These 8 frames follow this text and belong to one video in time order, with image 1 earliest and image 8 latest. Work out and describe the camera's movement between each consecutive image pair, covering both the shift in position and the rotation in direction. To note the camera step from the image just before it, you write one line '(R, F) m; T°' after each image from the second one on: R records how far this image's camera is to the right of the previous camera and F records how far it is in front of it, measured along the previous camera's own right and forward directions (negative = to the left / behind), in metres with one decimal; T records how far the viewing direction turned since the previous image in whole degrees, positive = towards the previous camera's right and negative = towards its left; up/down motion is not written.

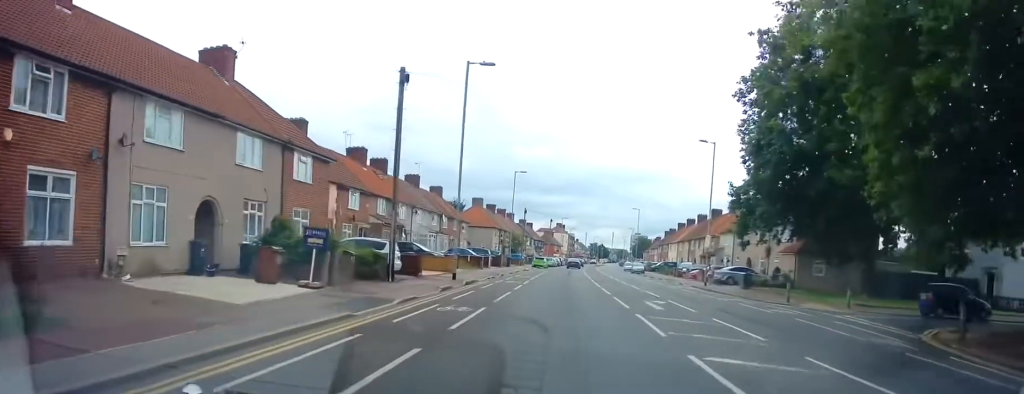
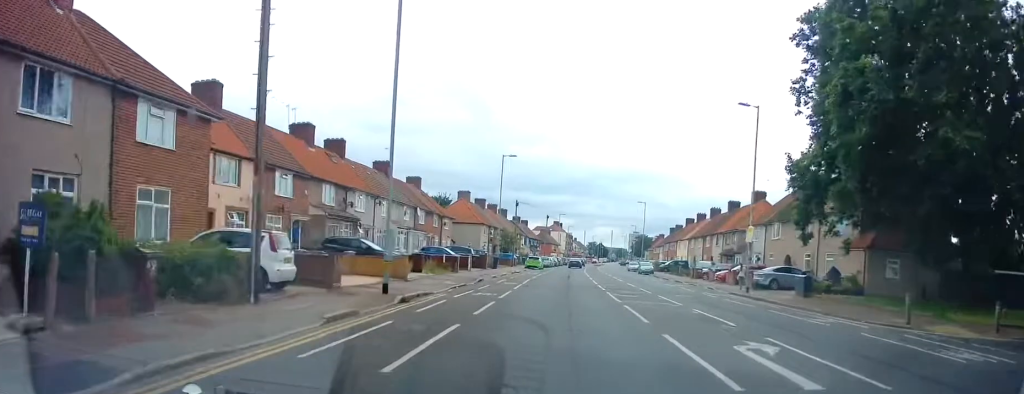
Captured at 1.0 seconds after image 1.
(+0.5, +10.3) m; 0°
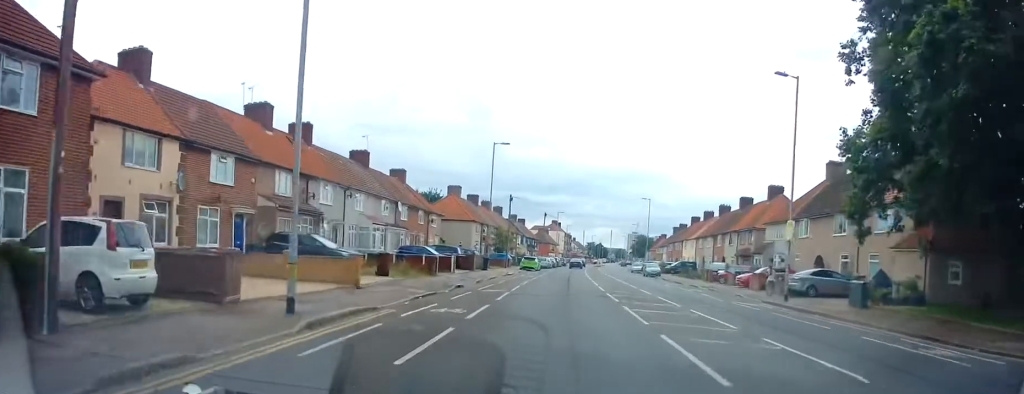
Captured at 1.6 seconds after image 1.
(-0.2, +5.9) m; 0°
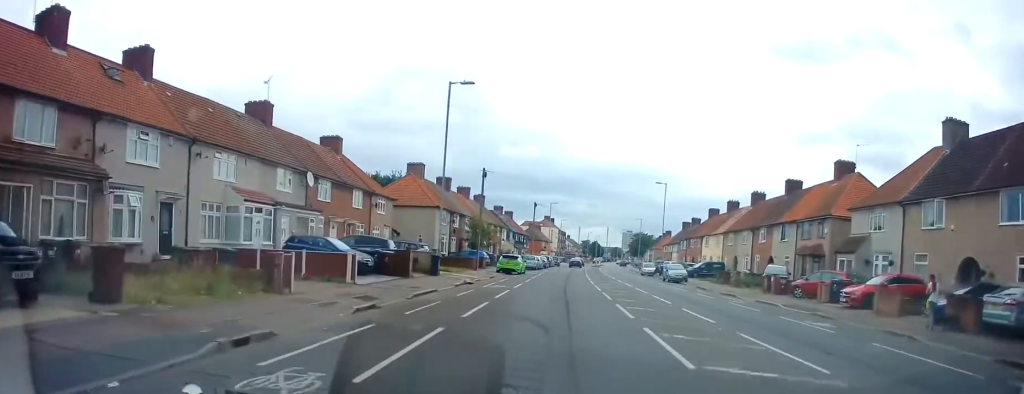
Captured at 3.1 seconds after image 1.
(+0.3, +16.5) m; +3°
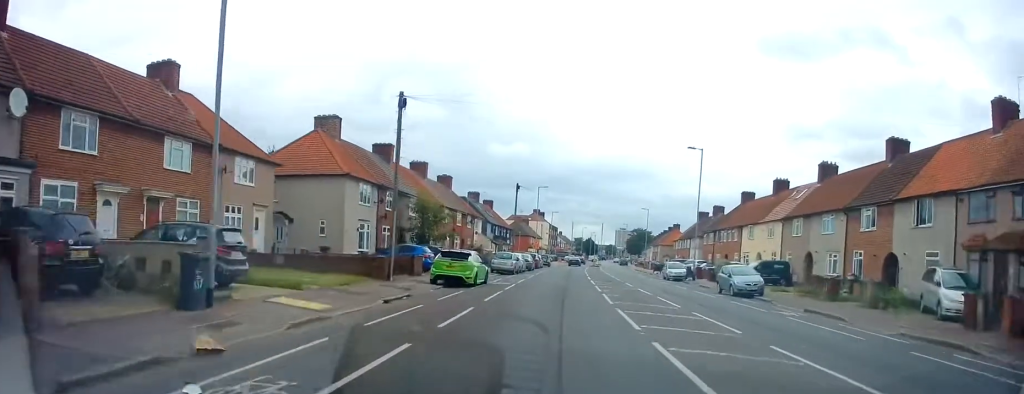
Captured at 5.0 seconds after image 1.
(-1.0, +20.0) m; -3°
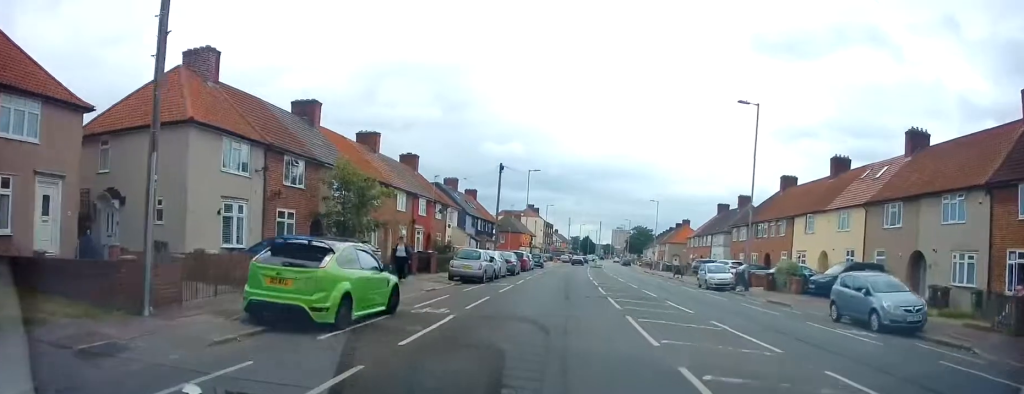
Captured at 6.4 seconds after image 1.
(+0.7, +13.9) m; +3°
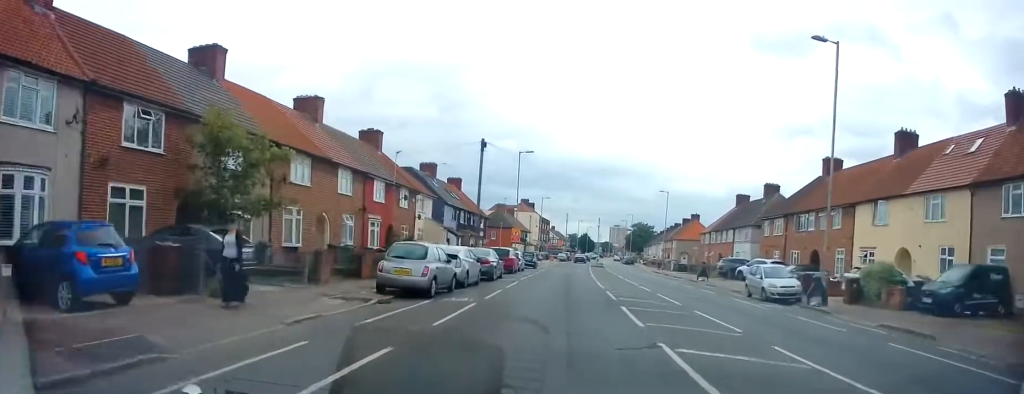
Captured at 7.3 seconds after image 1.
(0.0, +10.1) m; 0°
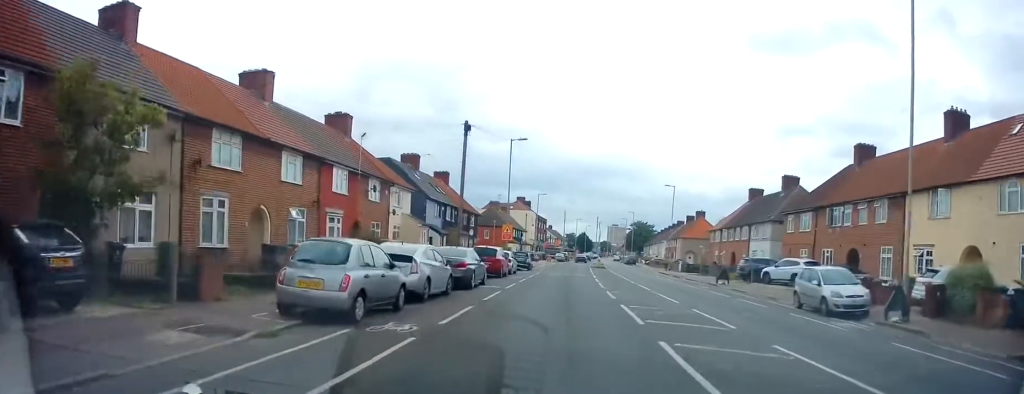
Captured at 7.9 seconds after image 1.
(0.0, +5.9) m; 0°
